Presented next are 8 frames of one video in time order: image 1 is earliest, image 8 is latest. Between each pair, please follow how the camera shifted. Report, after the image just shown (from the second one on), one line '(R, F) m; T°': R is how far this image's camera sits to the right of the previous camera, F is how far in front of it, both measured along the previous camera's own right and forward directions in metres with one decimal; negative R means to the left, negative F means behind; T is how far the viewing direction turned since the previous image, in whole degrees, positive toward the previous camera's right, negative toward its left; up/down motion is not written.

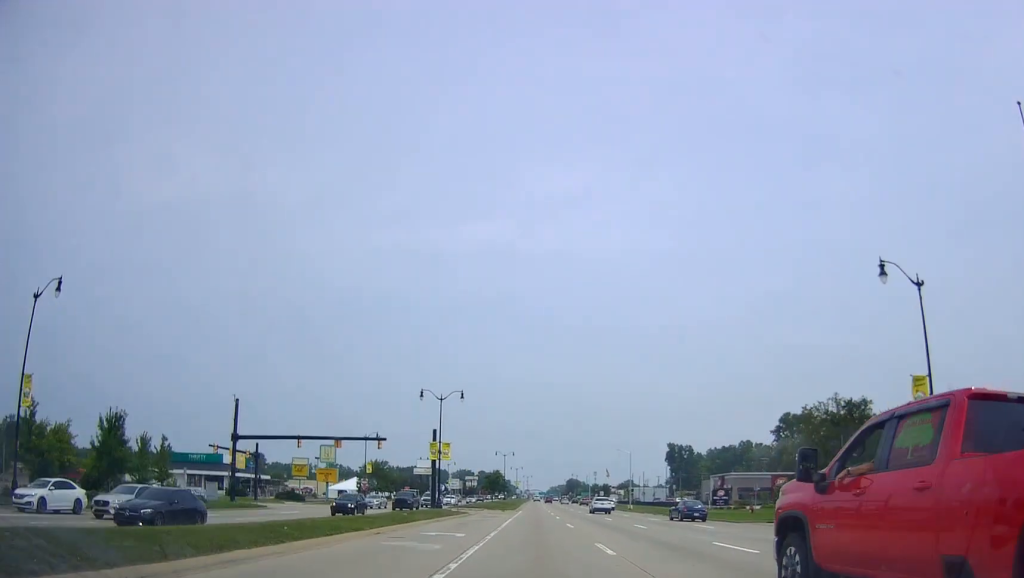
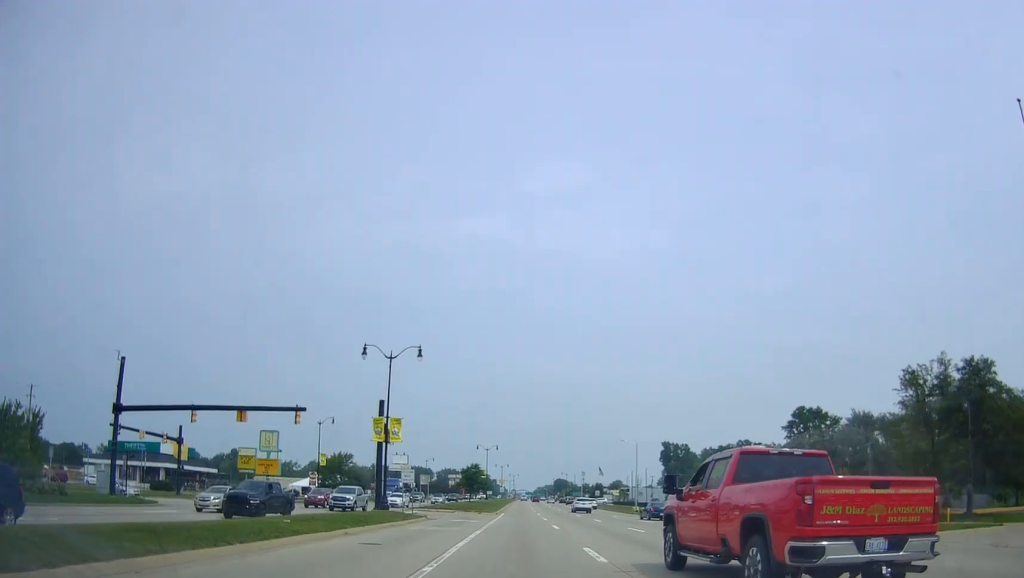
(-0.3, +18.1) m; -1°
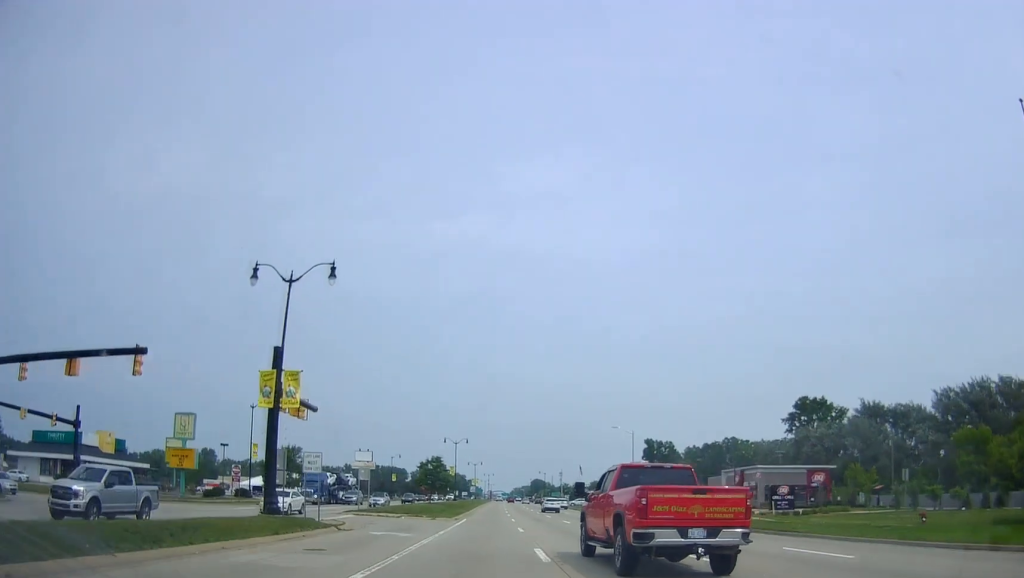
(+0.2, +15.6) m; +1°
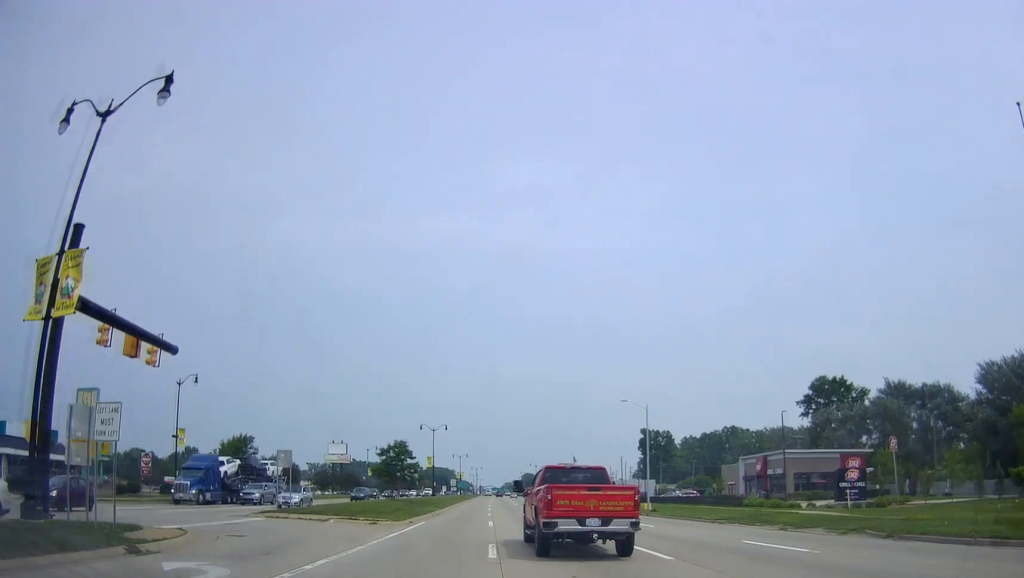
(+0.1, +14.7) m; +1°
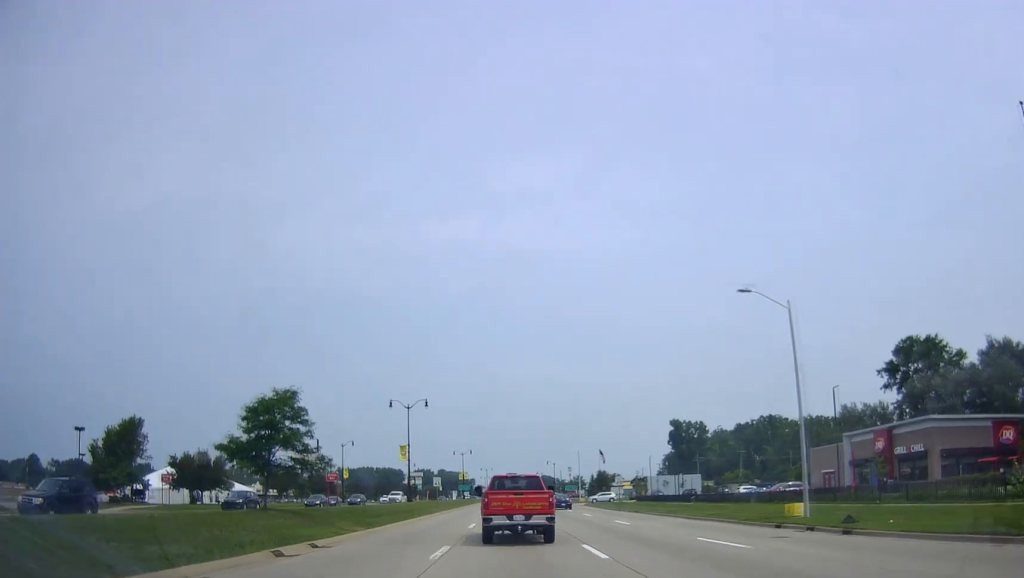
(+0.4, +30.0) m; +1°
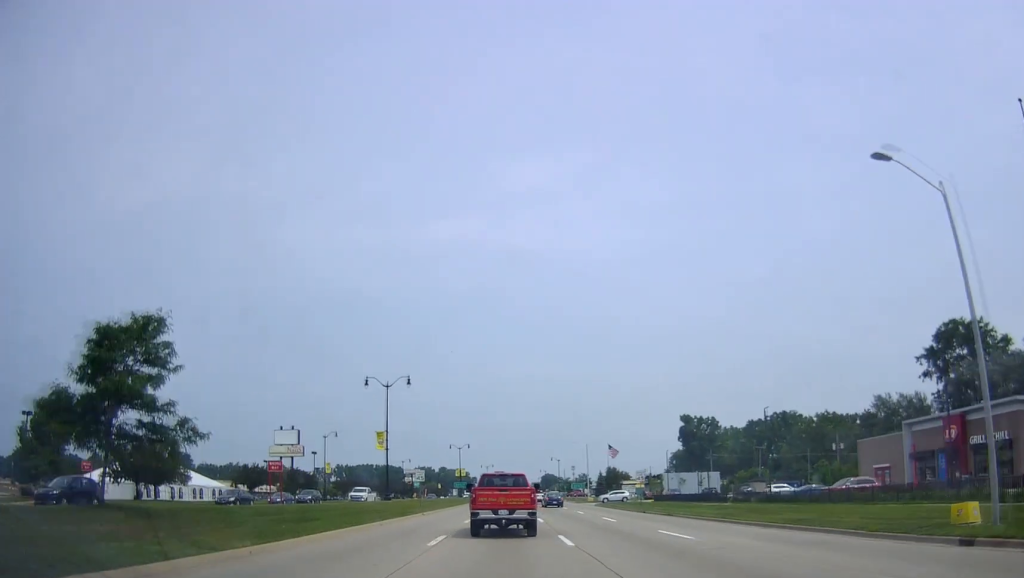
(-0.3, +11.9) m; +1°
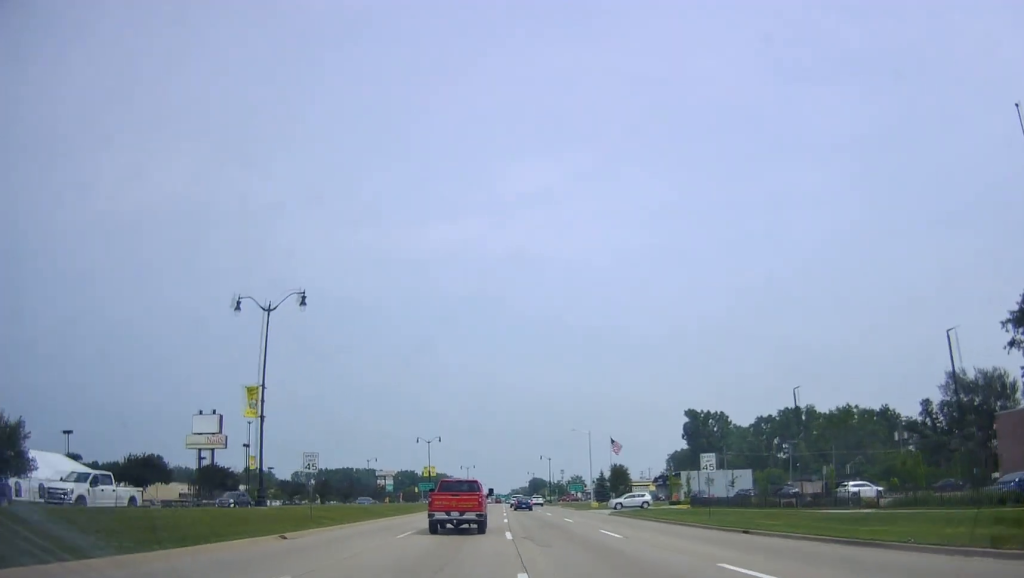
(+0.5, +25.5) m; 0°
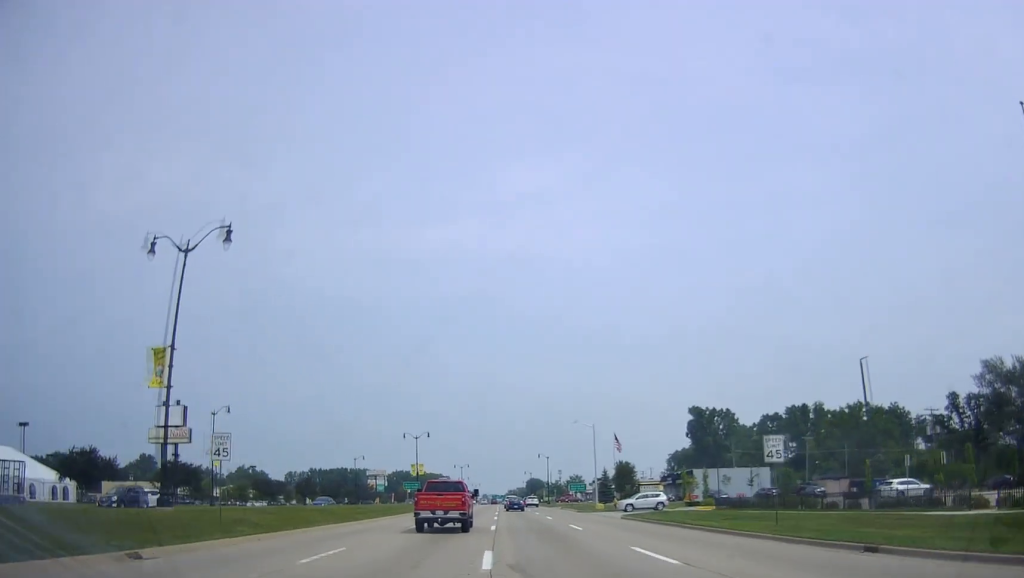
(-0.4, +9.2) m; 0°
